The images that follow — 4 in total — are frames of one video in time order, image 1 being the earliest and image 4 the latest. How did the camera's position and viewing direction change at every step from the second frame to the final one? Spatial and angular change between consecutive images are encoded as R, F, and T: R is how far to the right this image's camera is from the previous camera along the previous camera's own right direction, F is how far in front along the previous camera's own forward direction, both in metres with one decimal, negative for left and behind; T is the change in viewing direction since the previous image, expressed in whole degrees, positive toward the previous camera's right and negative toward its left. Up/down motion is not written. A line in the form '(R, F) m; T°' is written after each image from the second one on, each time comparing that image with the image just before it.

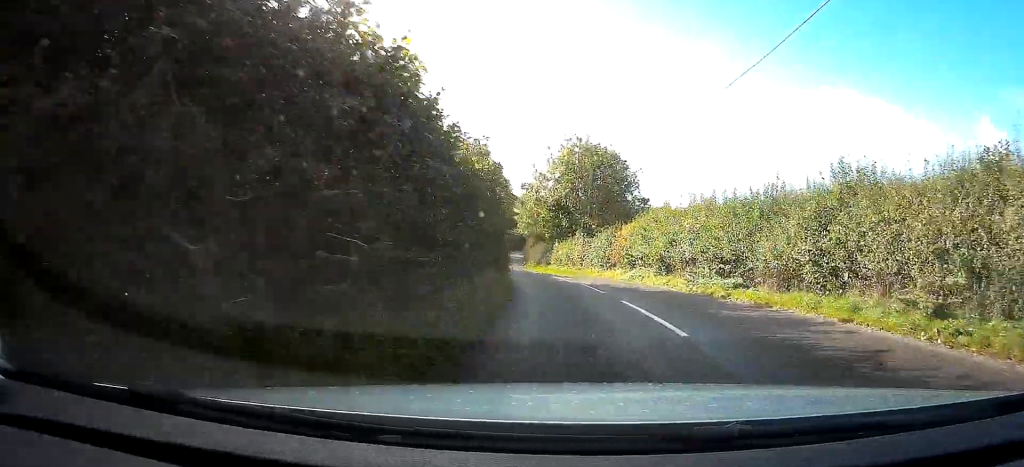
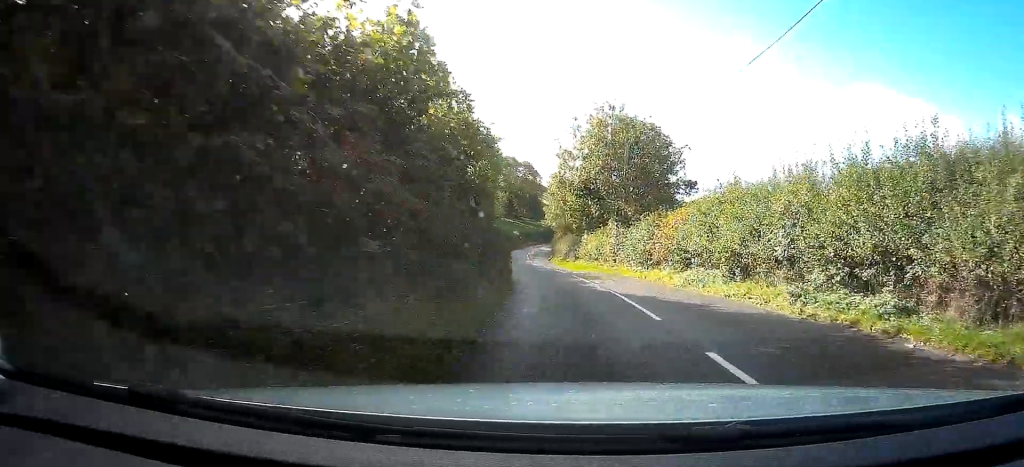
(-0.2, +7.3) m; -3°
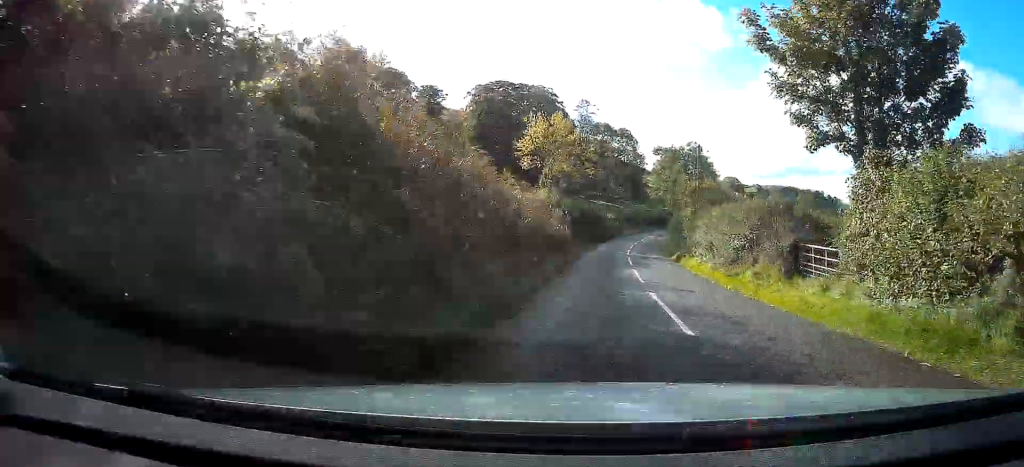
(-4.2, +36.8) m; -10°
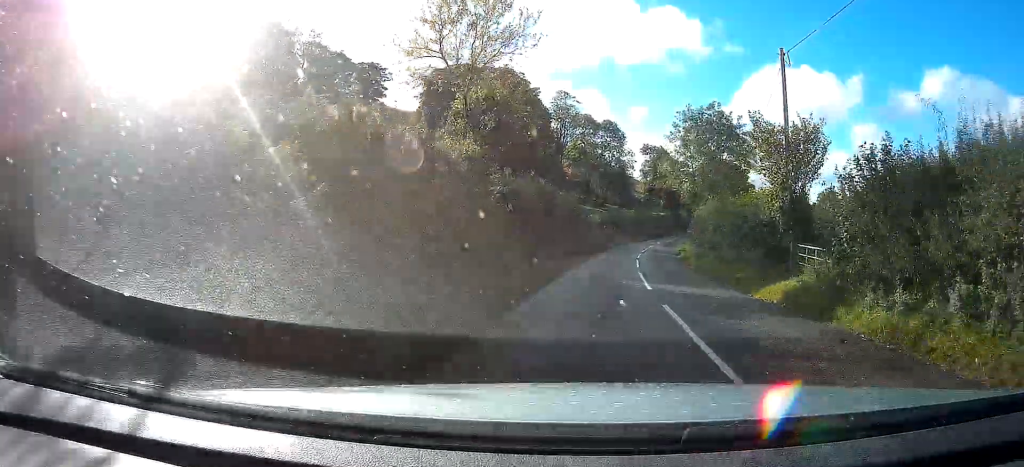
(-0.2, +21.4) m; 0°
